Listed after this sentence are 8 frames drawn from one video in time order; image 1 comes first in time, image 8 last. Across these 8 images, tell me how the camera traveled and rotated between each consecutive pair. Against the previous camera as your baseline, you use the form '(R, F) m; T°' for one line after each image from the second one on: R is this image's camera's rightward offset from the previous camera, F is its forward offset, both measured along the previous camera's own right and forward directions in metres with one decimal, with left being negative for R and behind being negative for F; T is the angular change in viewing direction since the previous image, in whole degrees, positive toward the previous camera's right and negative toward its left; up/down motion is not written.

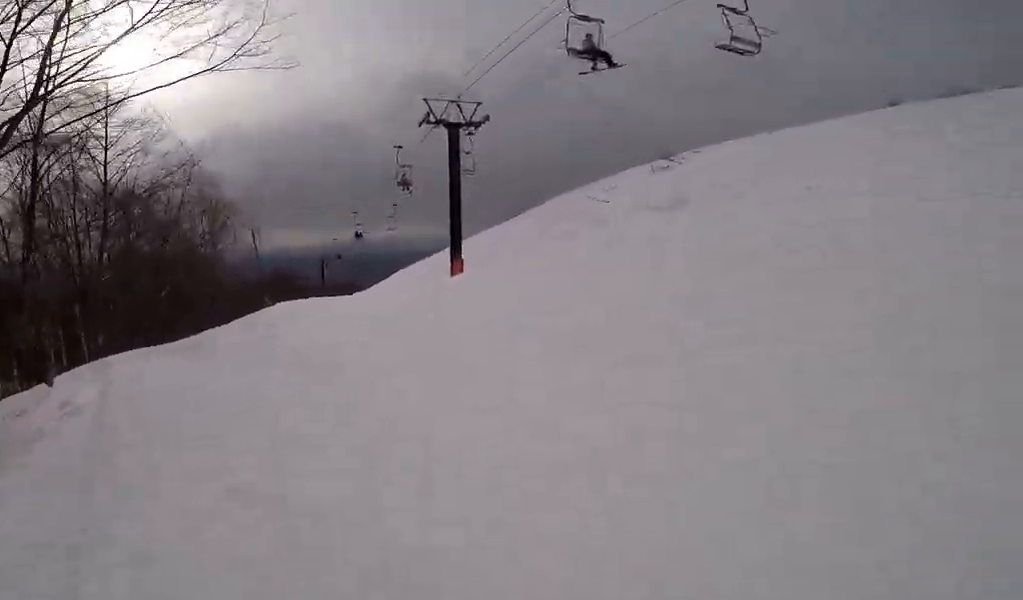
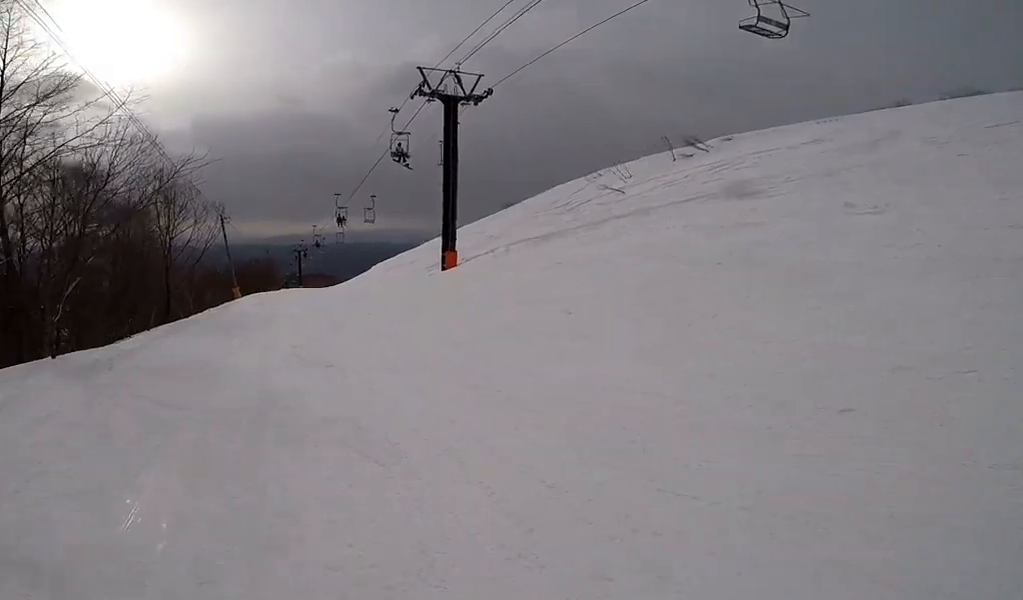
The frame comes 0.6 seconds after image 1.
(+0.3, +3.8) m; 0°
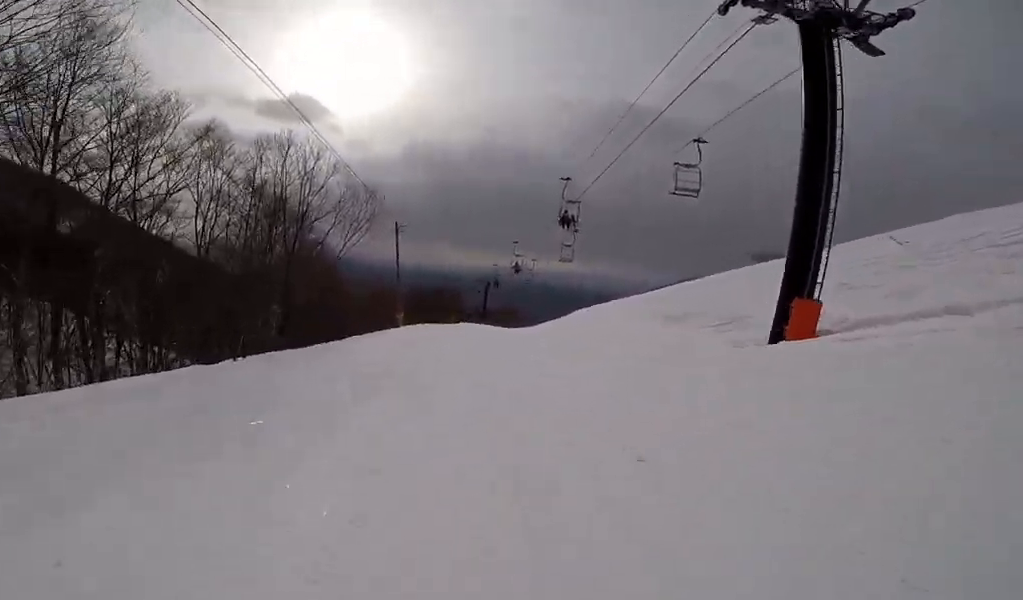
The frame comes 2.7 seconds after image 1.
(-2.3, +11.3) m; -17°
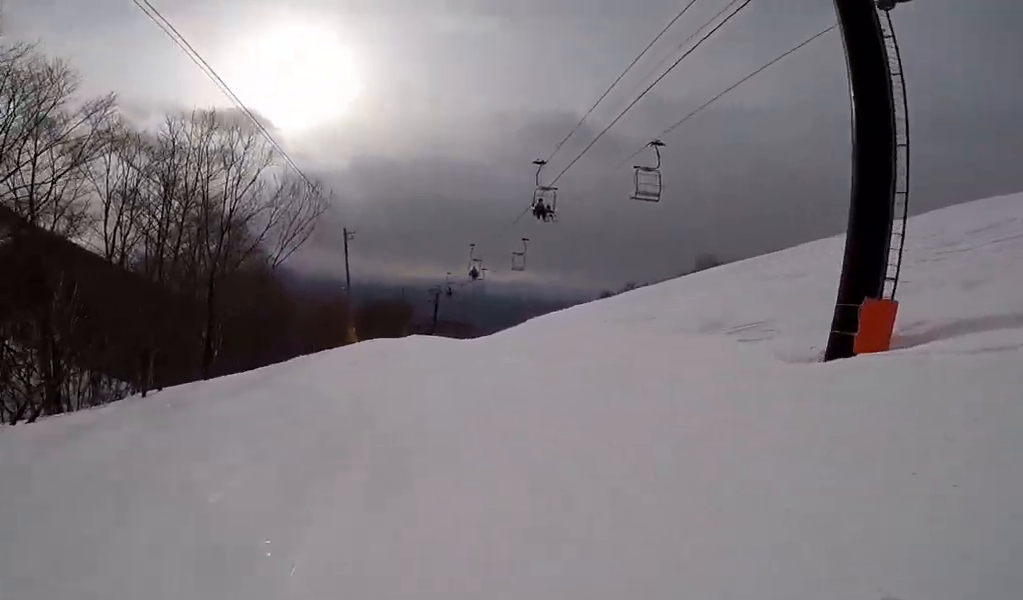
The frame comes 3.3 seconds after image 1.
(-0.5, +3.3) m; +5°
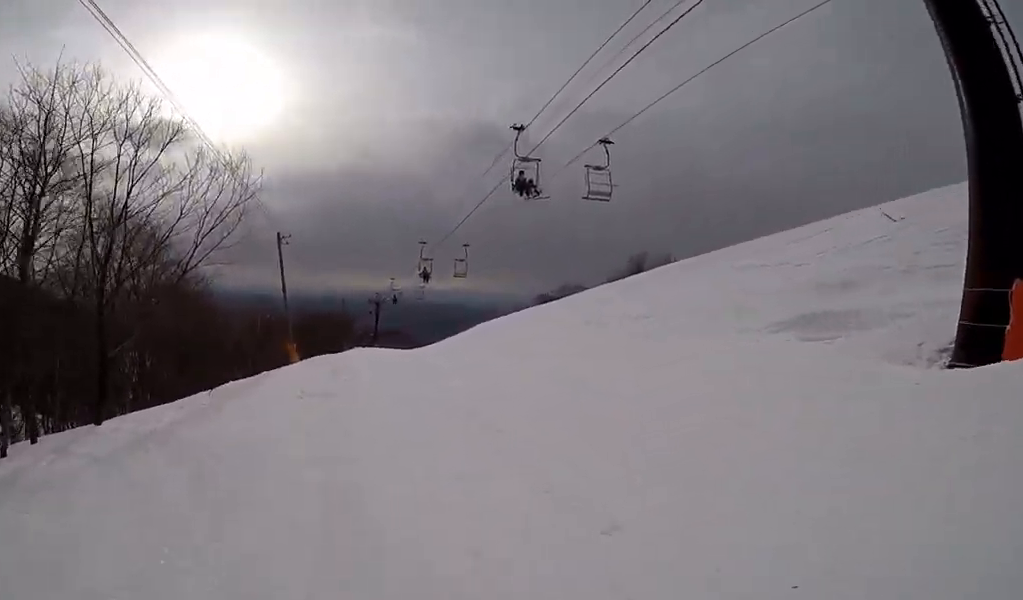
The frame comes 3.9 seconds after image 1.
(+1.0, +3.6) m; -1°
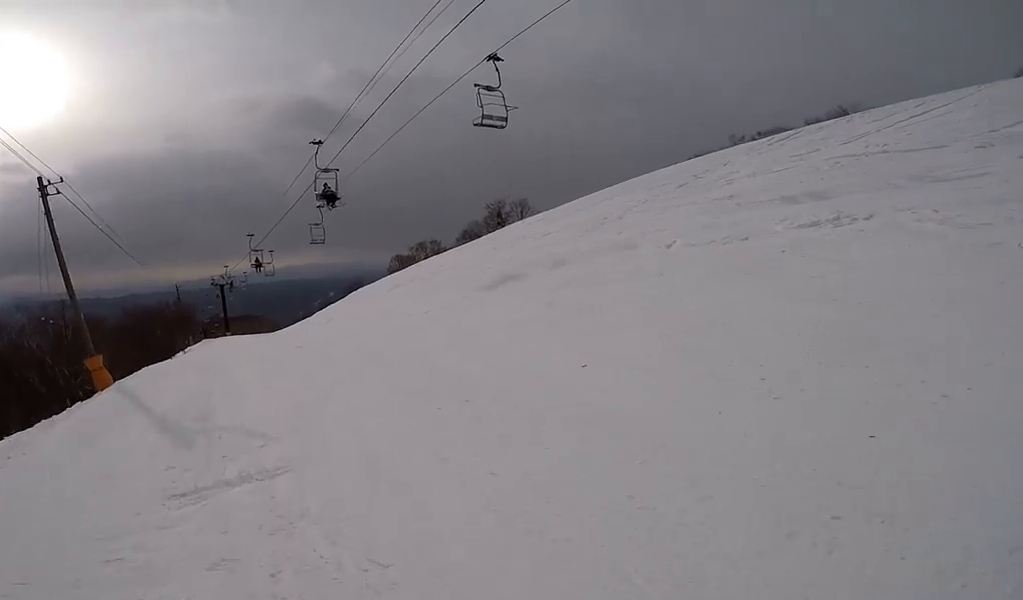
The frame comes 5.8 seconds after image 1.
(+0.8, +10.0) m; +11°
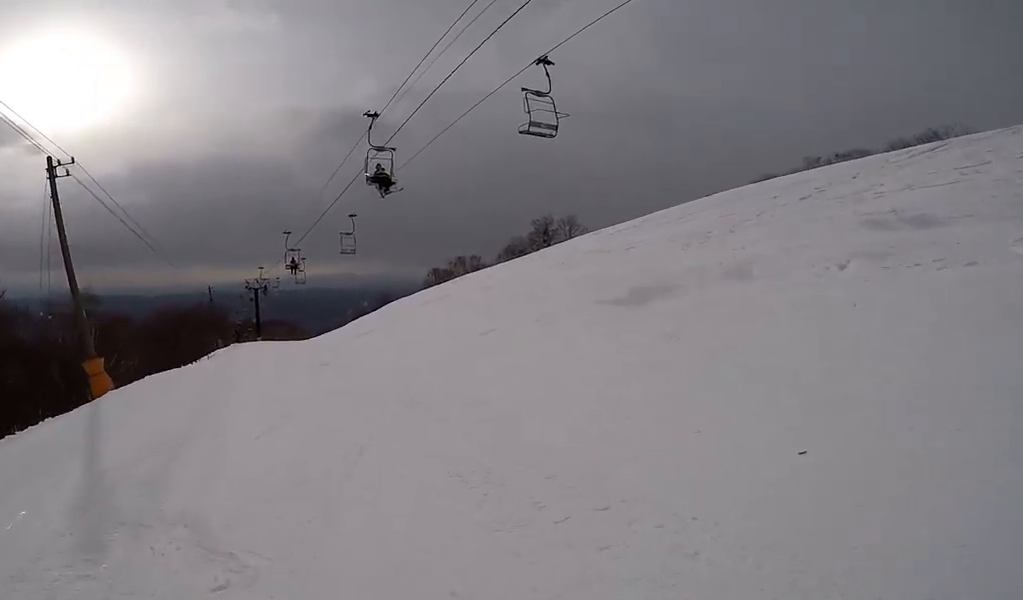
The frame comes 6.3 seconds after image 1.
(+0.9, +2.7) m; -1°
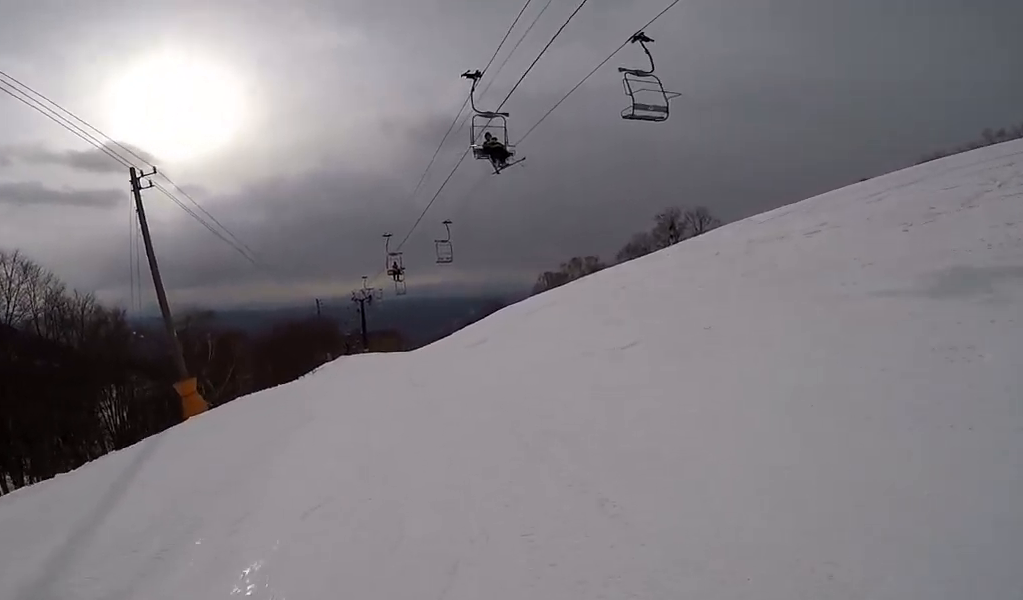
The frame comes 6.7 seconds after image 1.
(-1.1, +2.1) m; -5°
